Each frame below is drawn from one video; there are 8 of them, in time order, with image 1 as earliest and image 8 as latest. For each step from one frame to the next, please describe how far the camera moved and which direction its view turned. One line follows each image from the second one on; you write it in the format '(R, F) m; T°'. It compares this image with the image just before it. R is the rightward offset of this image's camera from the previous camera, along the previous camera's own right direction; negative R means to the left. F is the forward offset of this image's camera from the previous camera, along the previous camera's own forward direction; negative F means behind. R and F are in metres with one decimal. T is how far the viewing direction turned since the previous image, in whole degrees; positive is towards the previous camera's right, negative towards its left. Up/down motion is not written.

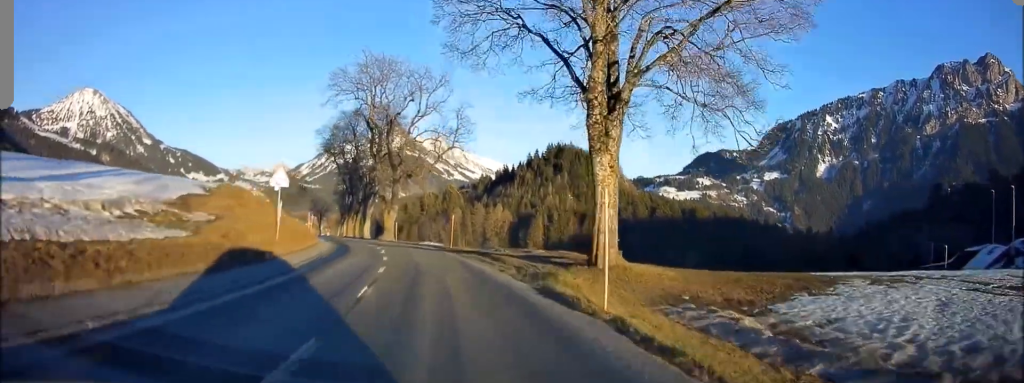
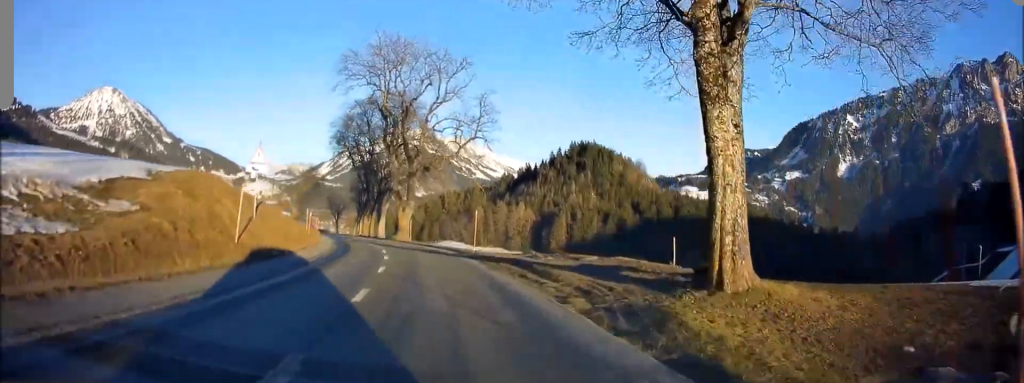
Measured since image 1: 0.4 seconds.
(0.0, +6.7) m; -1°
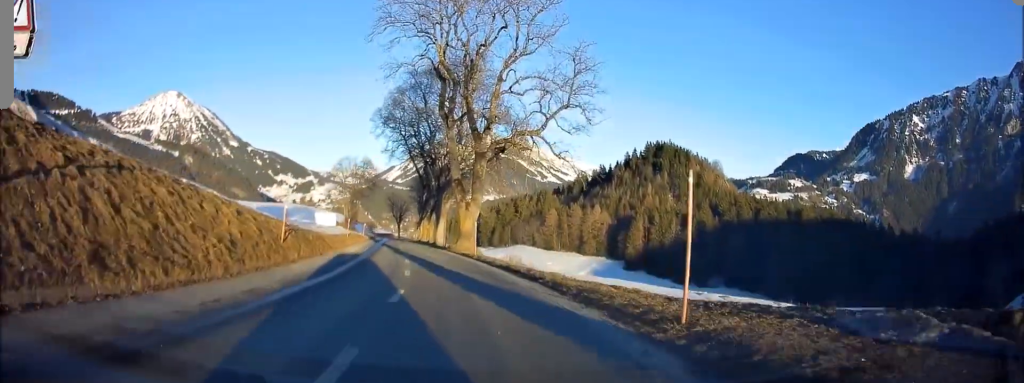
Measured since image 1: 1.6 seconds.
(-0.4, +18.3) m; -4°
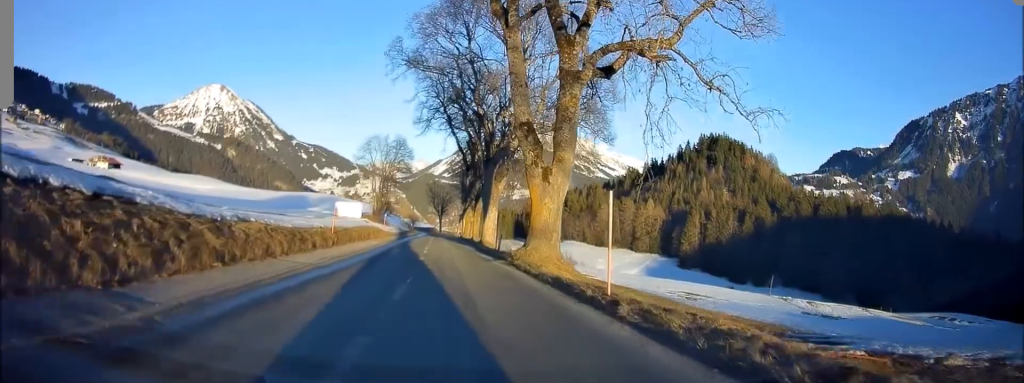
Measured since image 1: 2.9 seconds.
(-0.8, +20.1) m; -6°
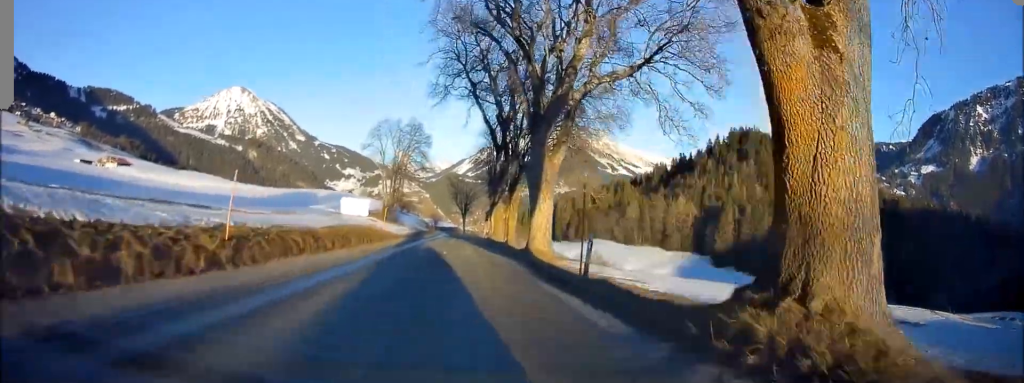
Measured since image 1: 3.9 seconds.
(-0.6, +15.1) m; -4°
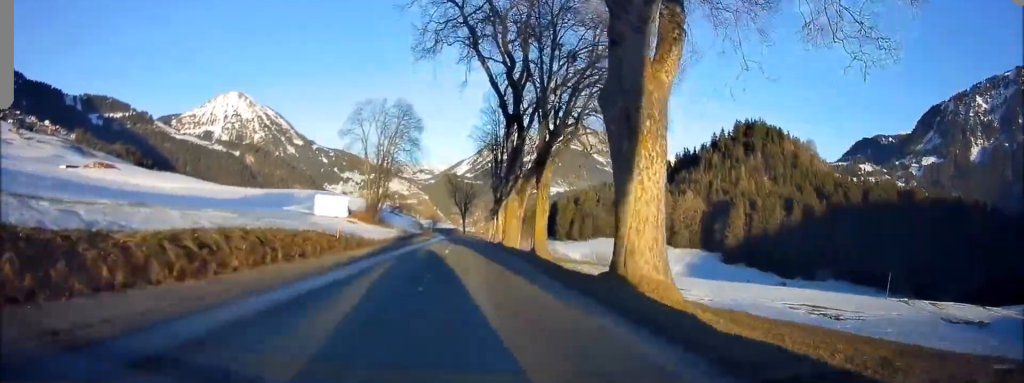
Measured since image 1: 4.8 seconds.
(-0.4, +15.1) m; -1°
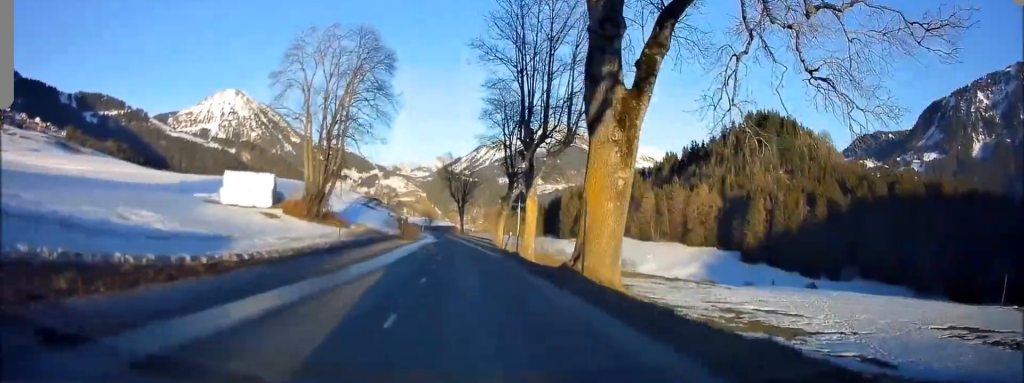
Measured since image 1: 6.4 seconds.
(-0.5, +27.6) m; -2°
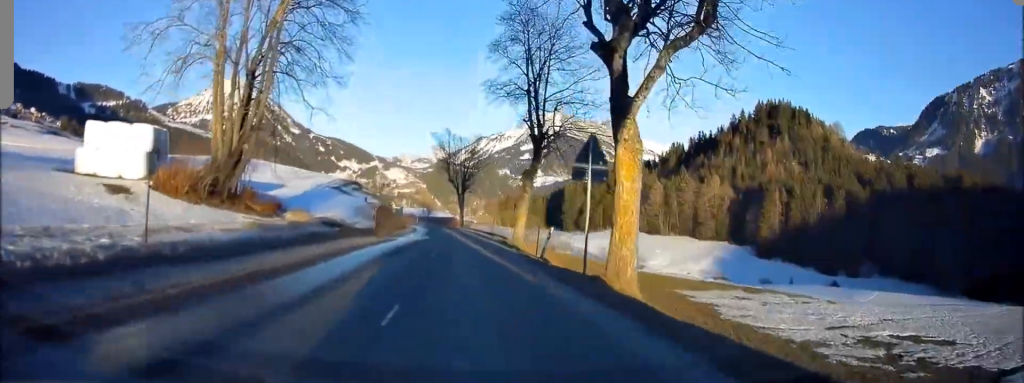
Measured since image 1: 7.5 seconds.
(+0.1, +18.1) m; +1°
